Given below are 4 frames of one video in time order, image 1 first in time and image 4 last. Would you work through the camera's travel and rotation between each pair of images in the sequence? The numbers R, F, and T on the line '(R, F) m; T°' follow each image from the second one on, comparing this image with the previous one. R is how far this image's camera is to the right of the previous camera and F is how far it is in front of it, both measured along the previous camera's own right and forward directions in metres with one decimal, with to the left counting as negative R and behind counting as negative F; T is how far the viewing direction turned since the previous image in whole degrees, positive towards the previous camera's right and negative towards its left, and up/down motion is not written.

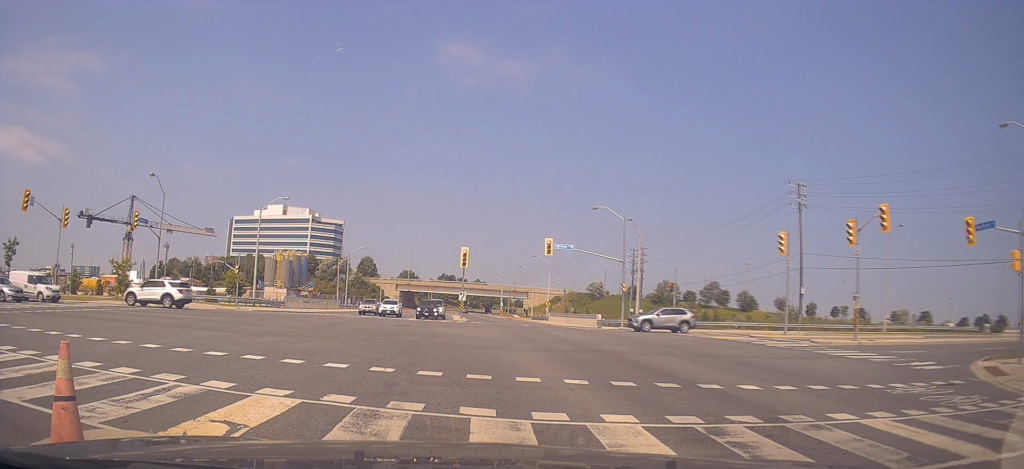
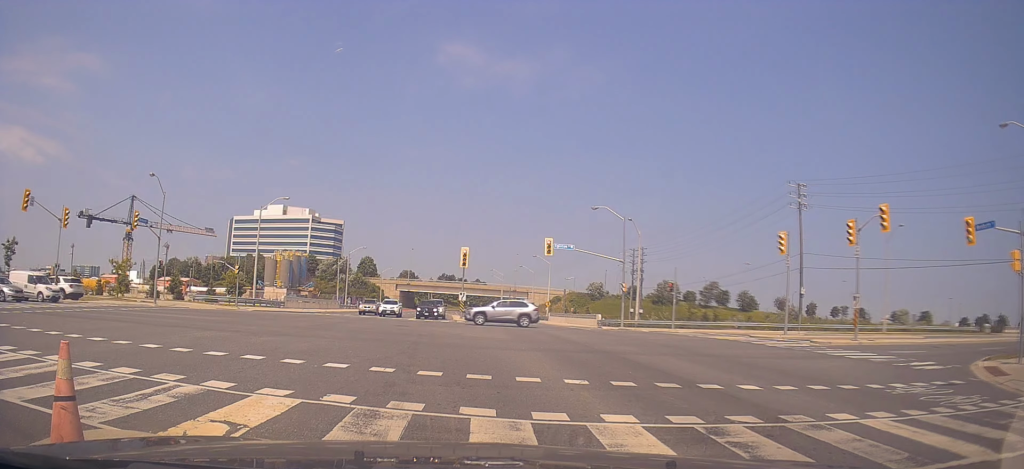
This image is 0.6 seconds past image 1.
(0.0, 0.0) m; 0°
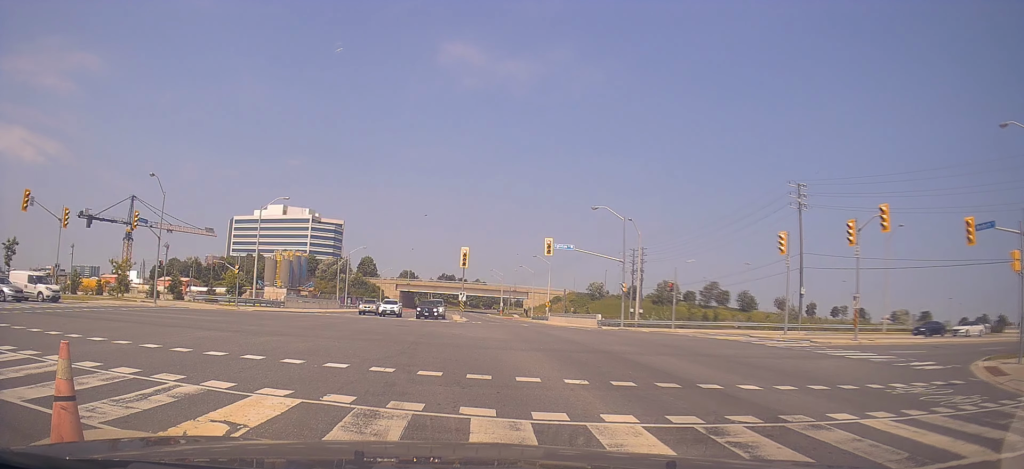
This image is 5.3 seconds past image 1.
(0.0, 0.0) m; 0°
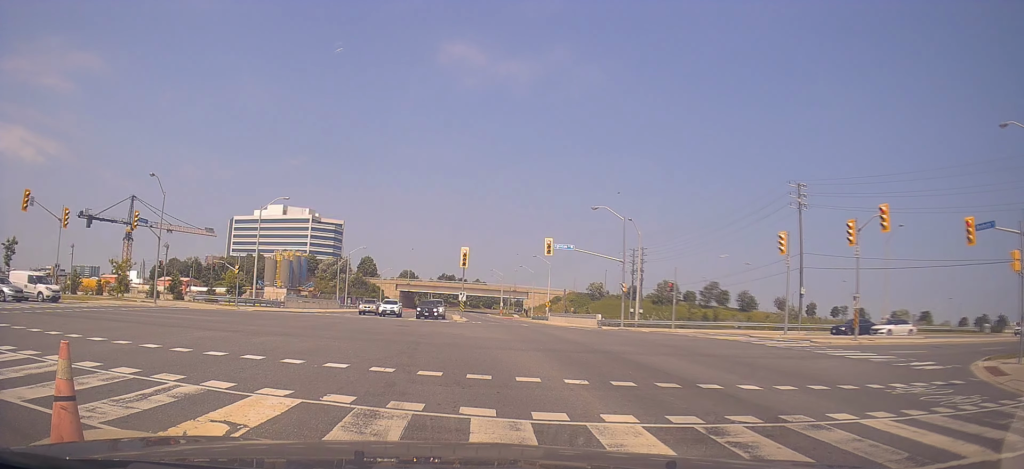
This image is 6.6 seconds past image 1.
(0.0, 0.0) m; 0°
